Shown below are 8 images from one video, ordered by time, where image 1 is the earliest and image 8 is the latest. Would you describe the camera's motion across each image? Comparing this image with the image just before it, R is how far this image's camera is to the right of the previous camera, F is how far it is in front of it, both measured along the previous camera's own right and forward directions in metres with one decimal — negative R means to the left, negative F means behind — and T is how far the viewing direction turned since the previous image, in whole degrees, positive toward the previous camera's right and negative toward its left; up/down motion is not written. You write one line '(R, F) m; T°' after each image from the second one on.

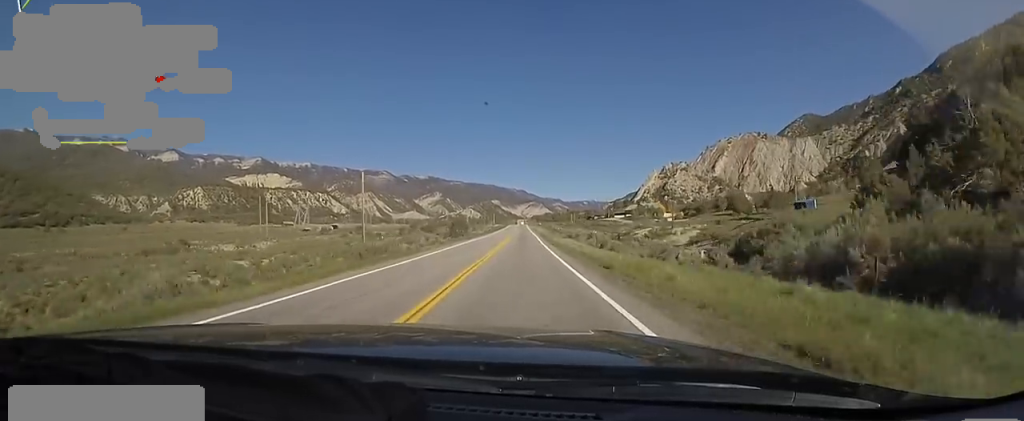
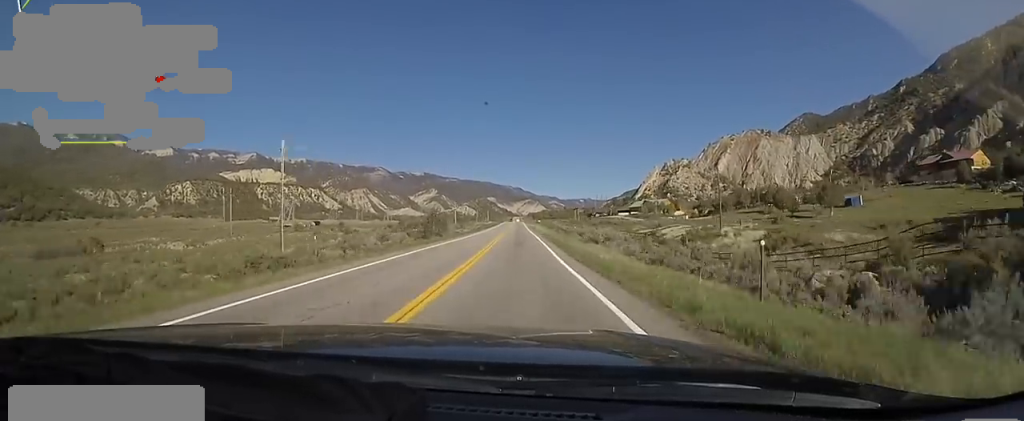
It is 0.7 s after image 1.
(+0.2, +21.0) m; 0°
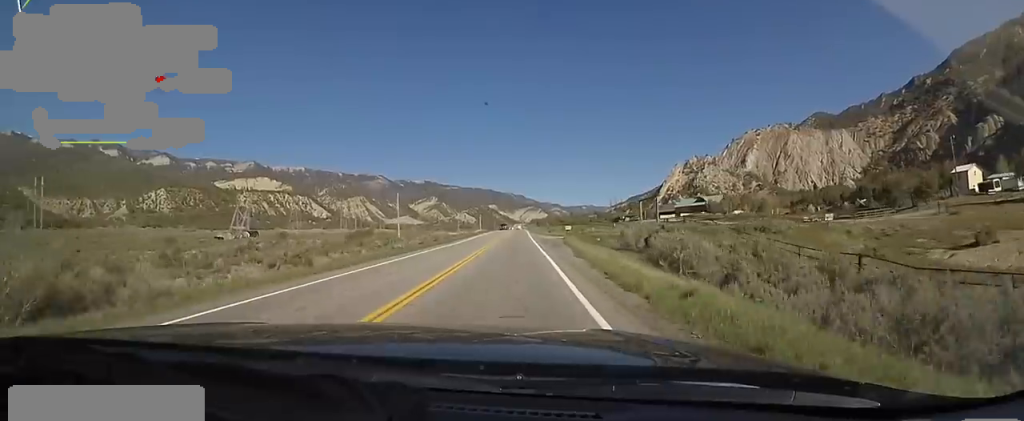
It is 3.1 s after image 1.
(+1.3, +73.9) m; +1°
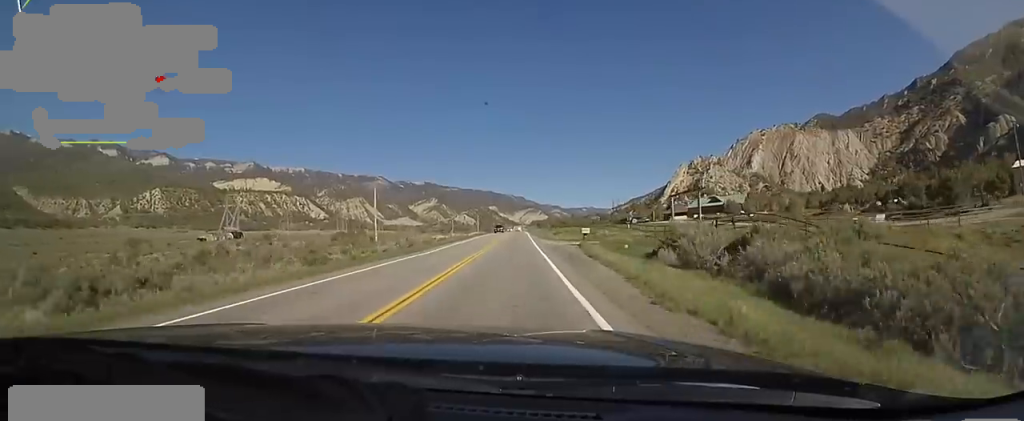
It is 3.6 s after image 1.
(0.0, +13.3) m; -1°
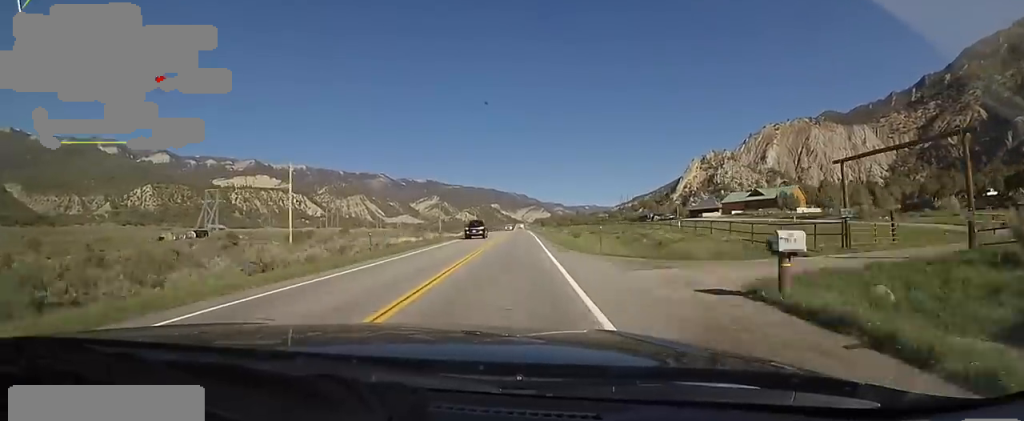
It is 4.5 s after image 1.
(-0.9, +27.7) m; -2°
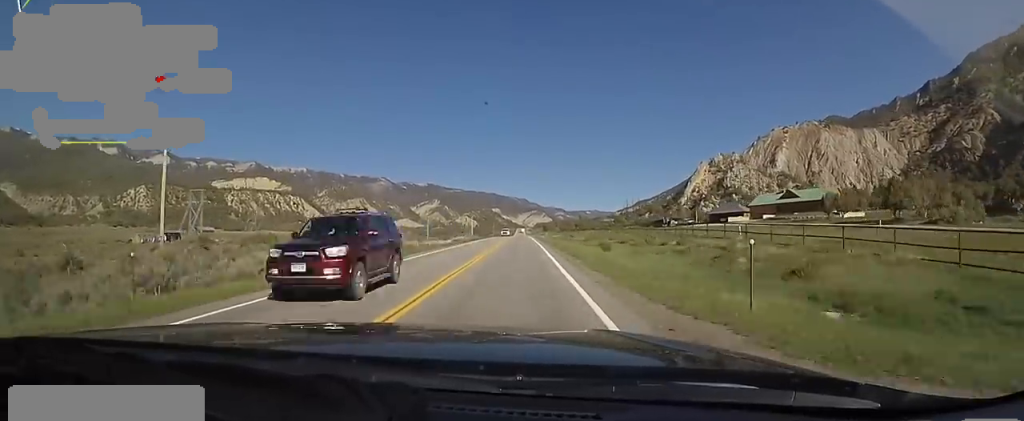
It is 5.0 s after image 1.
(-0.1, +17.4) m; +1°
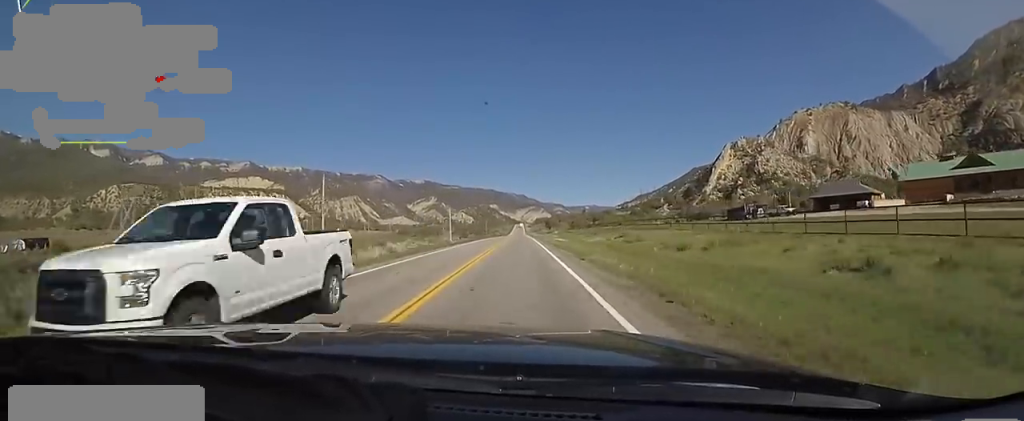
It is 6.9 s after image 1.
(+1.6, +55.8) m; +1°
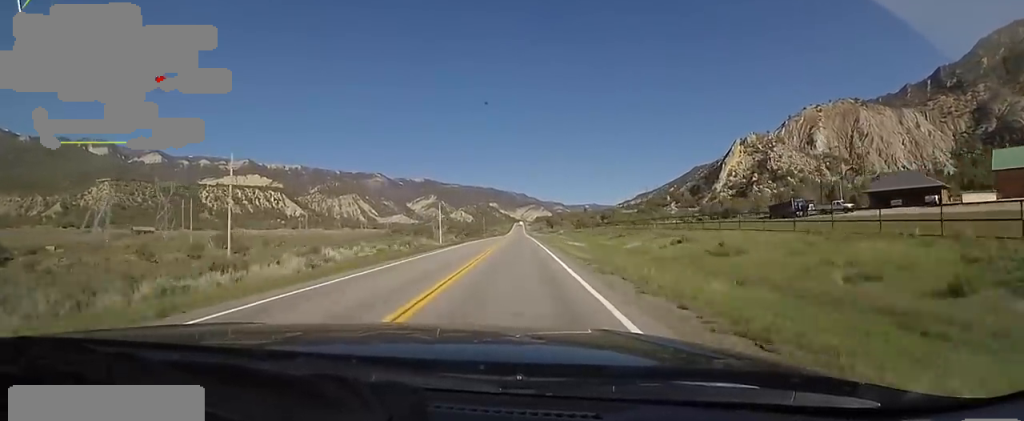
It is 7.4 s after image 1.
(-0.1, +17.1) m; -1°
